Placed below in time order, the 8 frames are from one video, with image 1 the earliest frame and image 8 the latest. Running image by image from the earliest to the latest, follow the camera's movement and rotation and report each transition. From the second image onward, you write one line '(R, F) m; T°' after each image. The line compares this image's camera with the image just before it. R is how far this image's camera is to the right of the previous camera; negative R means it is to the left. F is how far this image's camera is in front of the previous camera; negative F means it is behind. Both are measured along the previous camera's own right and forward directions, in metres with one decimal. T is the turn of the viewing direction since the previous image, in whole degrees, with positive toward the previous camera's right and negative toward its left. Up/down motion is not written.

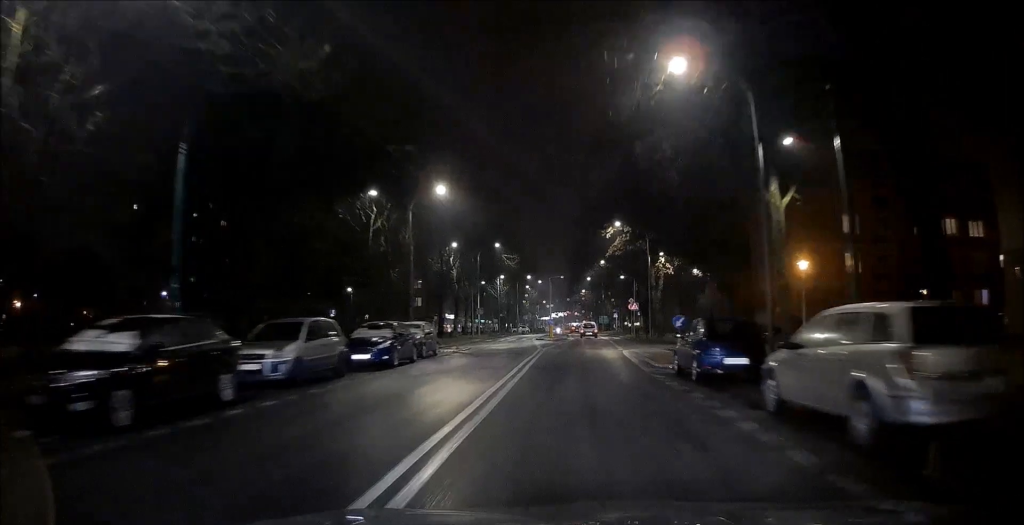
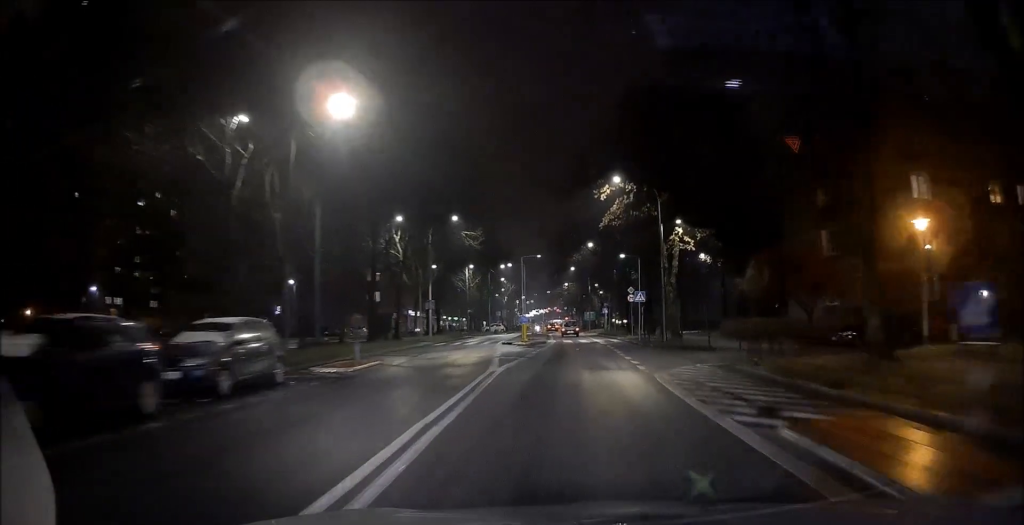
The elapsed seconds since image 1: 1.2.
(0.0, +14.3) m; +1°
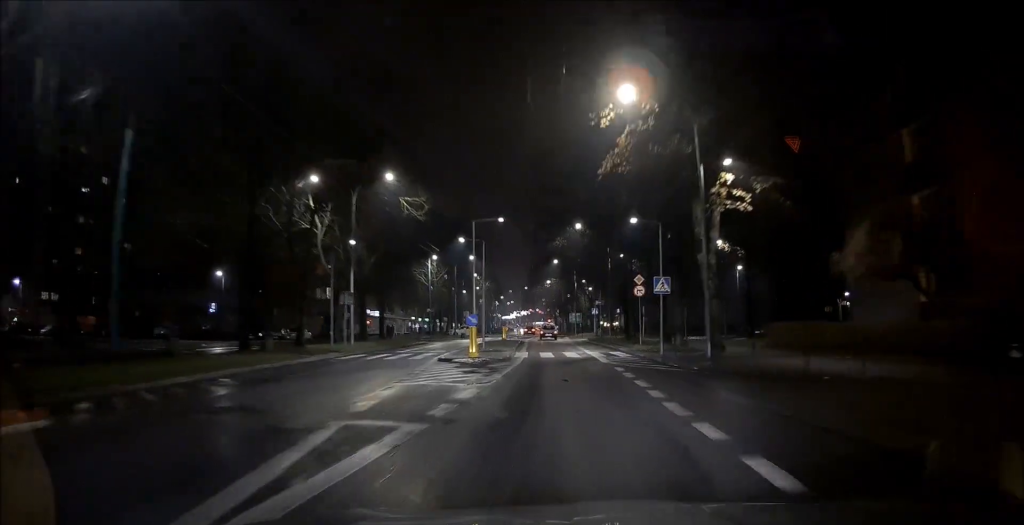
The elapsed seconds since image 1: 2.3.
(+0.4, +13.9) m; +2°
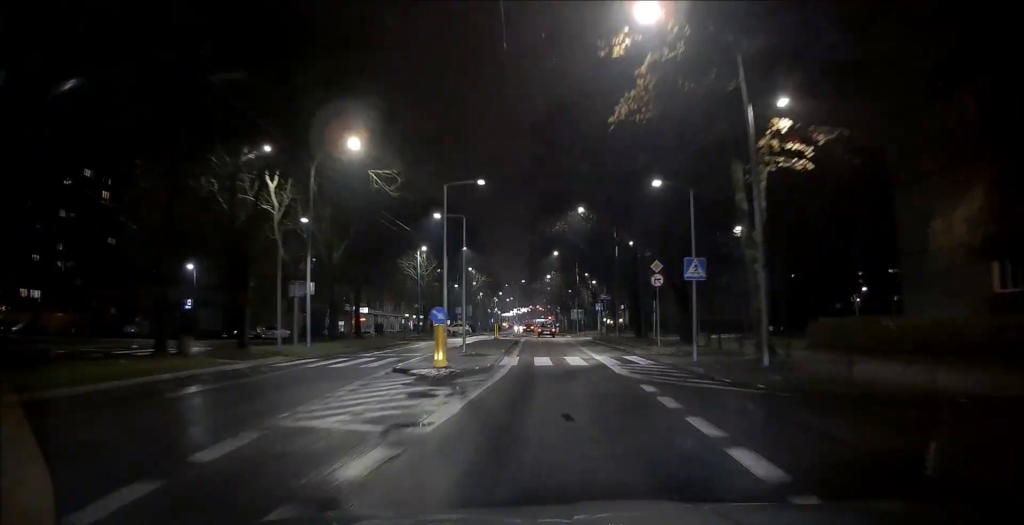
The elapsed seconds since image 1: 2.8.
(0.0, +5.8) m; -1°
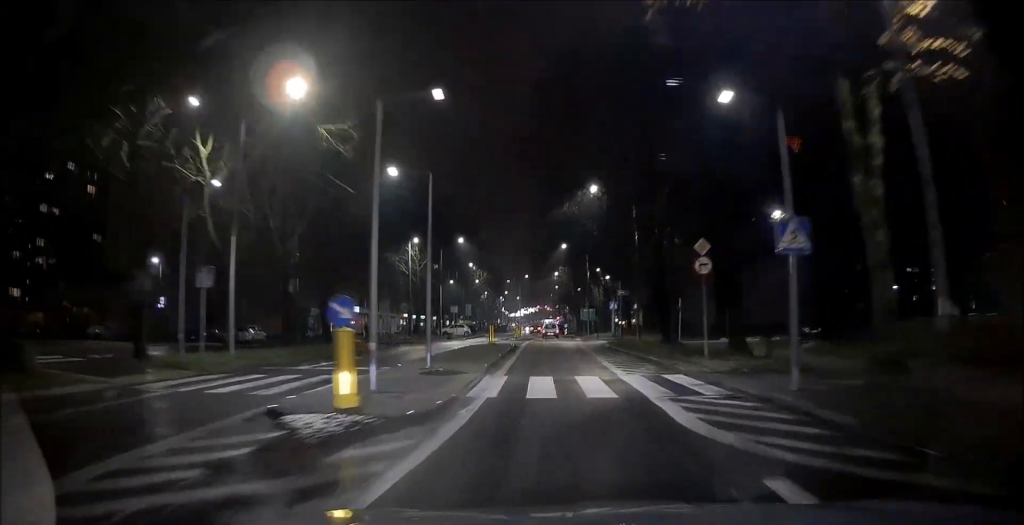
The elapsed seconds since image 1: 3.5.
(0.0, +7.3) m; -1°
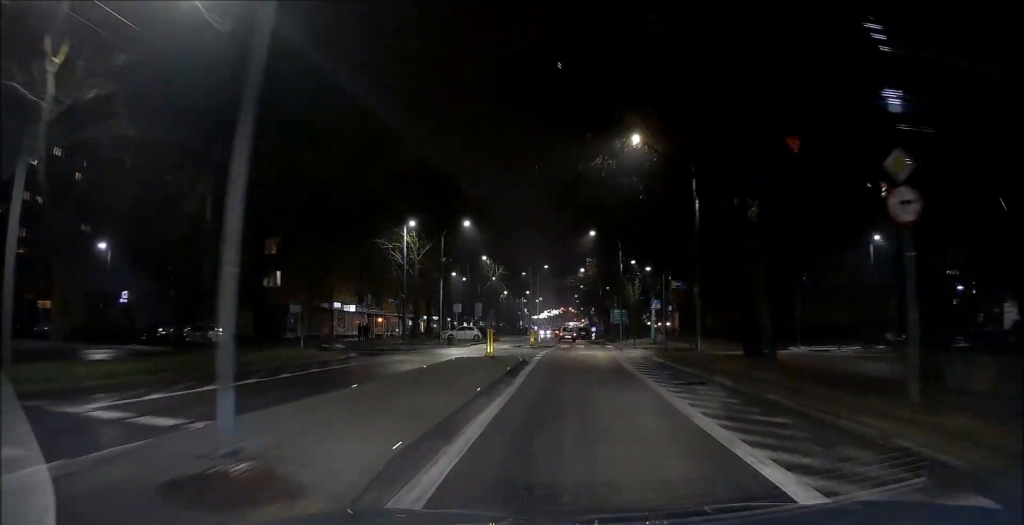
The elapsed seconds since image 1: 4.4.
(-0.1, +10.6) m; -2°
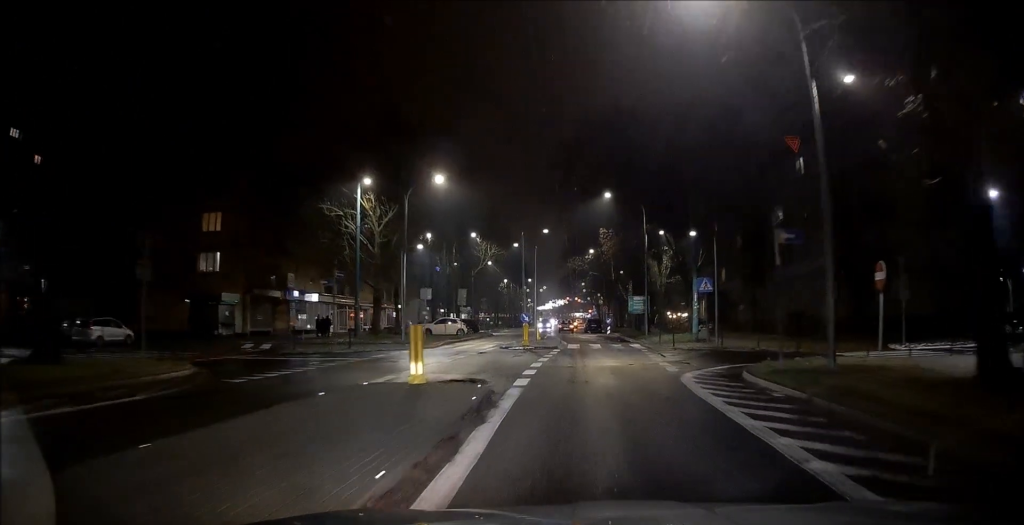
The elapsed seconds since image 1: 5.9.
(-0.4, +14.2) m; -3°
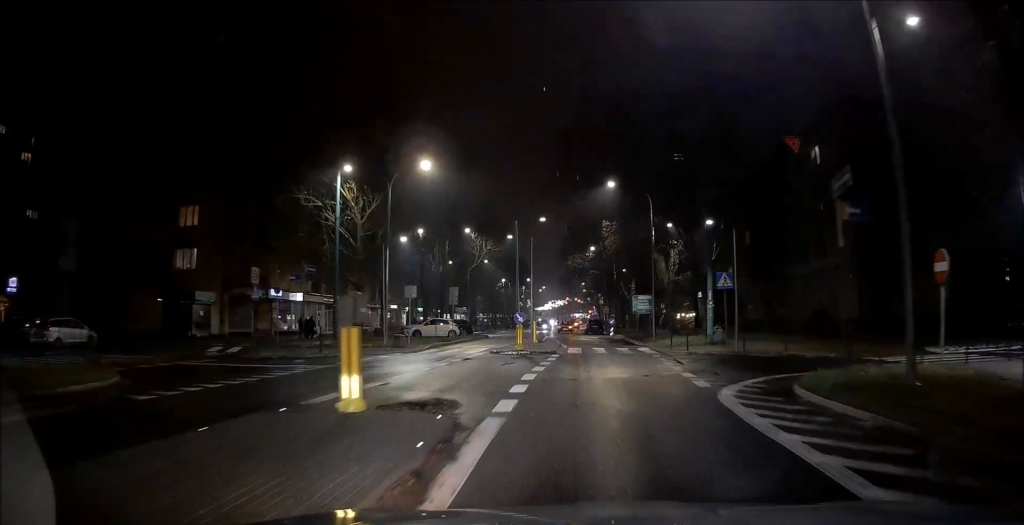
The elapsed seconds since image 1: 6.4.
(0.0, +4.5) m; -1°
